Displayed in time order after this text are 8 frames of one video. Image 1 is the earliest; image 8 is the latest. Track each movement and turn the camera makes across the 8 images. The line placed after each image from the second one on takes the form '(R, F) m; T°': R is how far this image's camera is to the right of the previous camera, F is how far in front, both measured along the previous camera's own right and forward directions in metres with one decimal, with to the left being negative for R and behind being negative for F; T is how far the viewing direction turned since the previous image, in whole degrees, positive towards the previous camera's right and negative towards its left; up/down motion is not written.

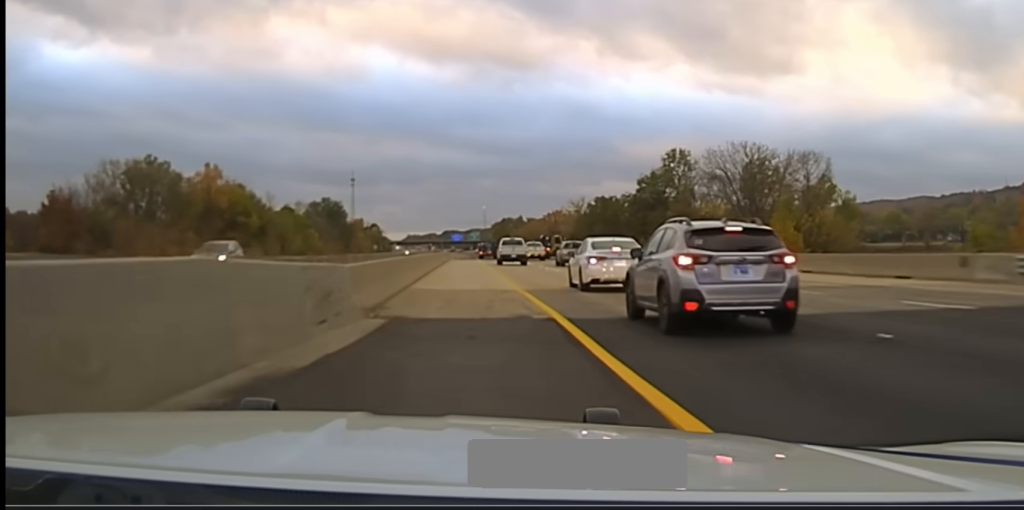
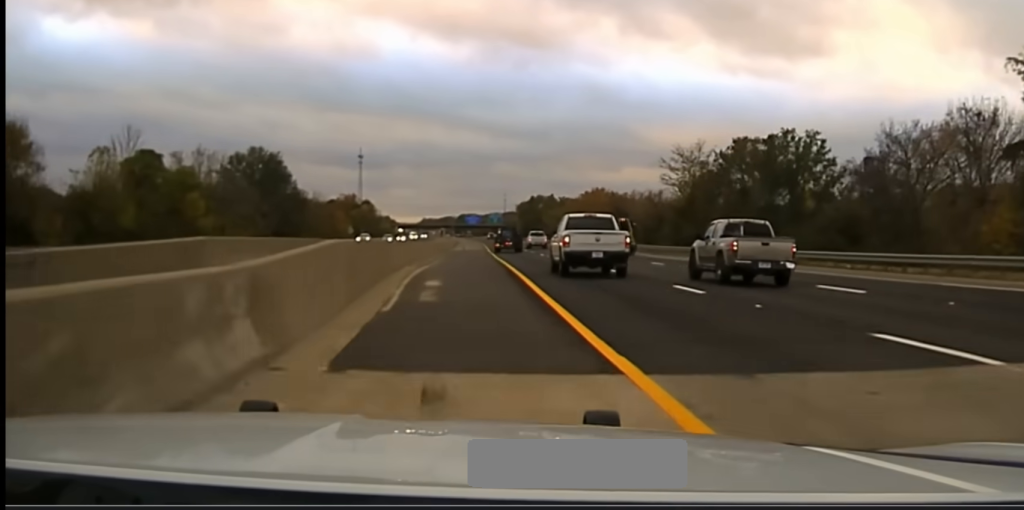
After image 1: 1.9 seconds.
(+0.1, +94.2) m; 0°
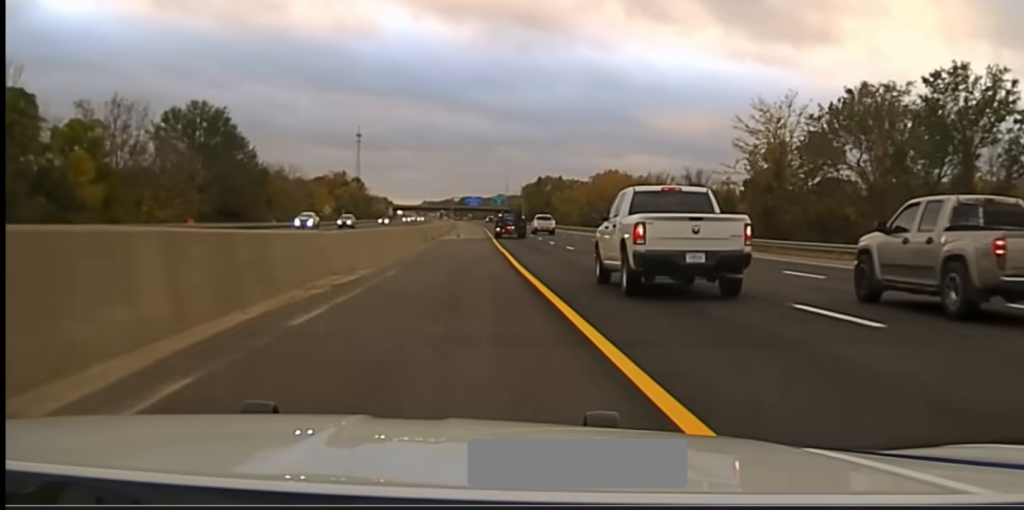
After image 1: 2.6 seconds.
(-0.1, +31.1) m; 0°
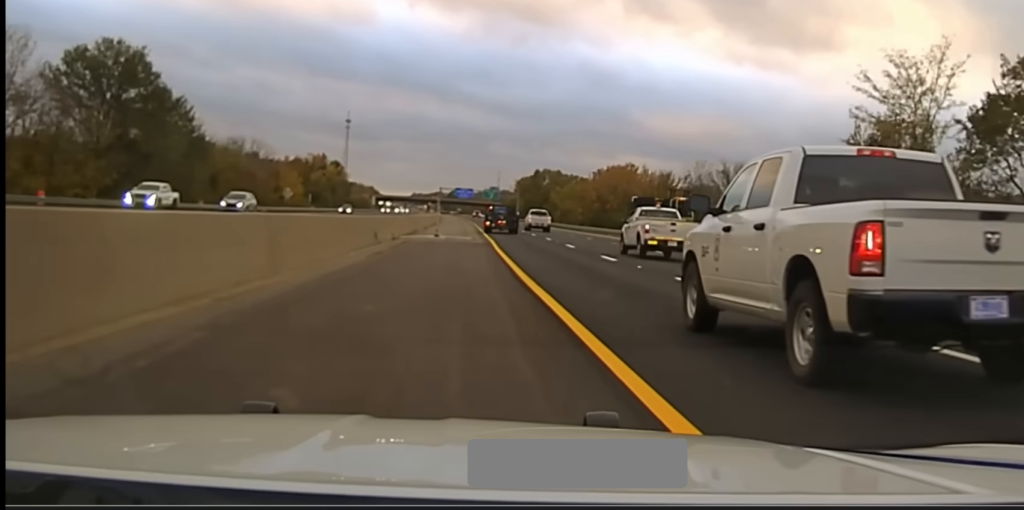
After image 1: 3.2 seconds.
(-0.1, +26.8) m; 0°
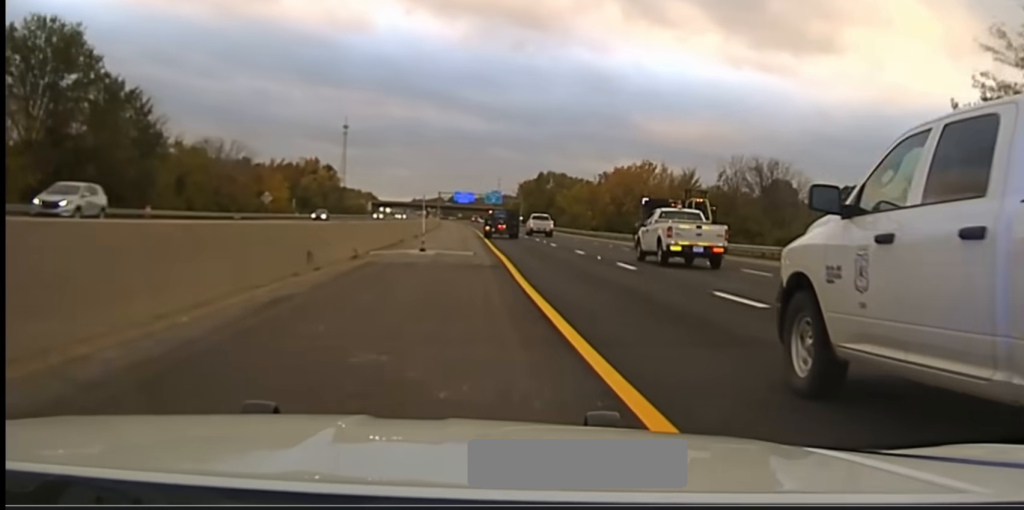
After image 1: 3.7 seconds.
(0.0, +16.2) m; 0°
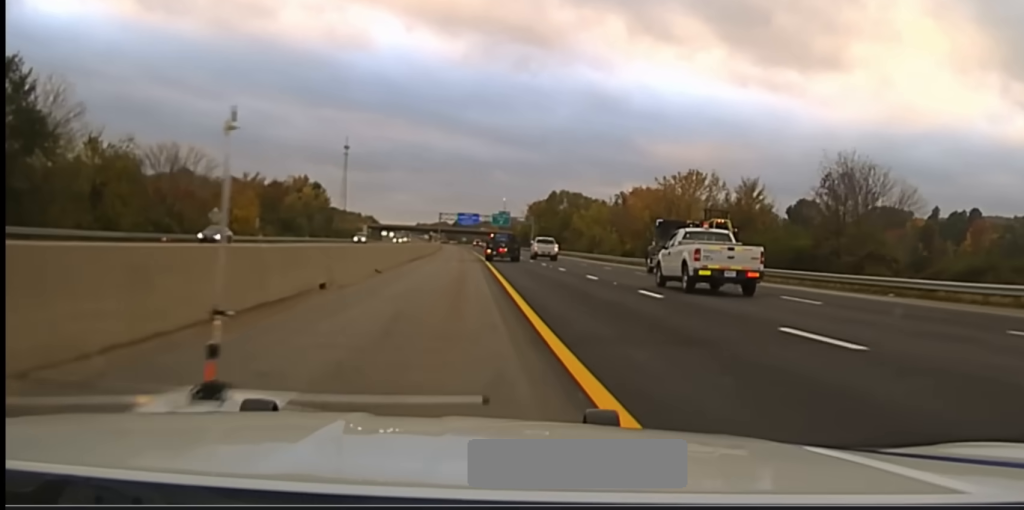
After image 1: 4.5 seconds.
(0.0, +32.6) m; 0°
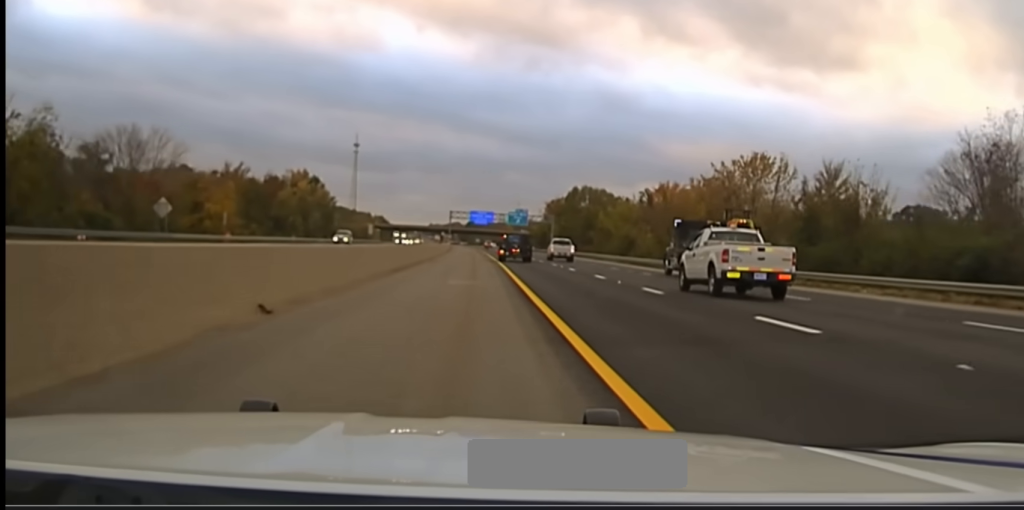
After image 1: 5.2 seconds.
(0.0, +22.5) m; 0°
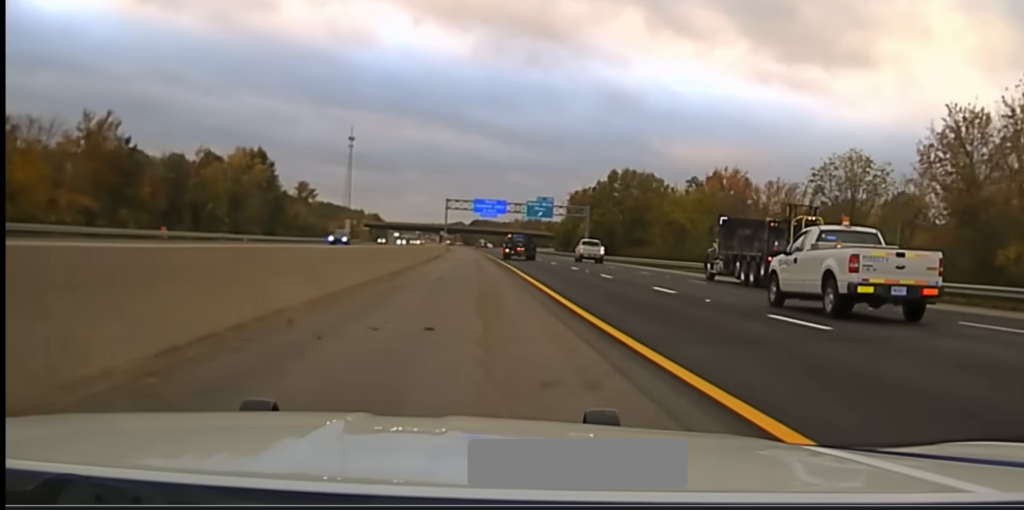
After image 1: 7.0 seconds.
(-0.2, +60.3) m; 0°
